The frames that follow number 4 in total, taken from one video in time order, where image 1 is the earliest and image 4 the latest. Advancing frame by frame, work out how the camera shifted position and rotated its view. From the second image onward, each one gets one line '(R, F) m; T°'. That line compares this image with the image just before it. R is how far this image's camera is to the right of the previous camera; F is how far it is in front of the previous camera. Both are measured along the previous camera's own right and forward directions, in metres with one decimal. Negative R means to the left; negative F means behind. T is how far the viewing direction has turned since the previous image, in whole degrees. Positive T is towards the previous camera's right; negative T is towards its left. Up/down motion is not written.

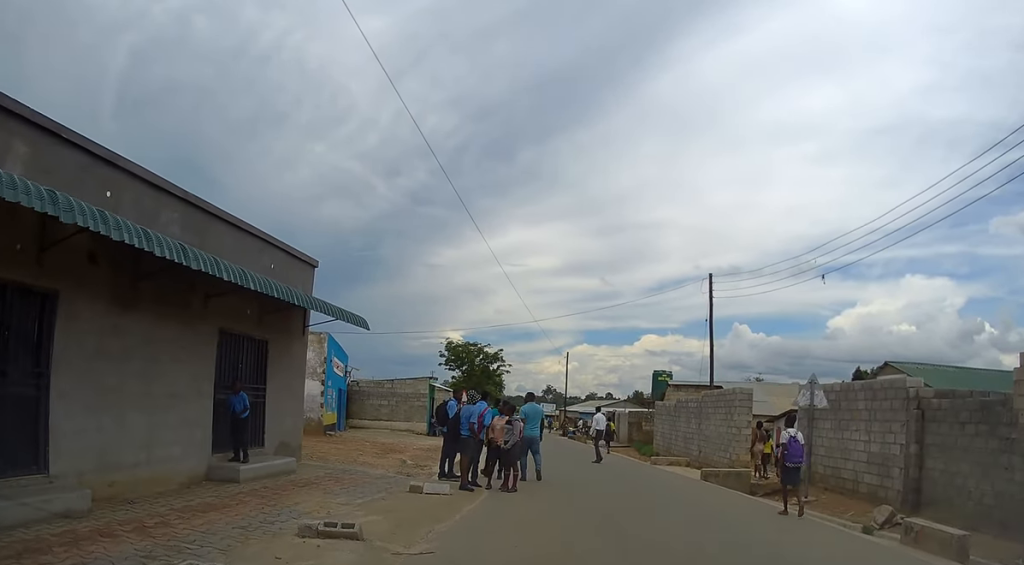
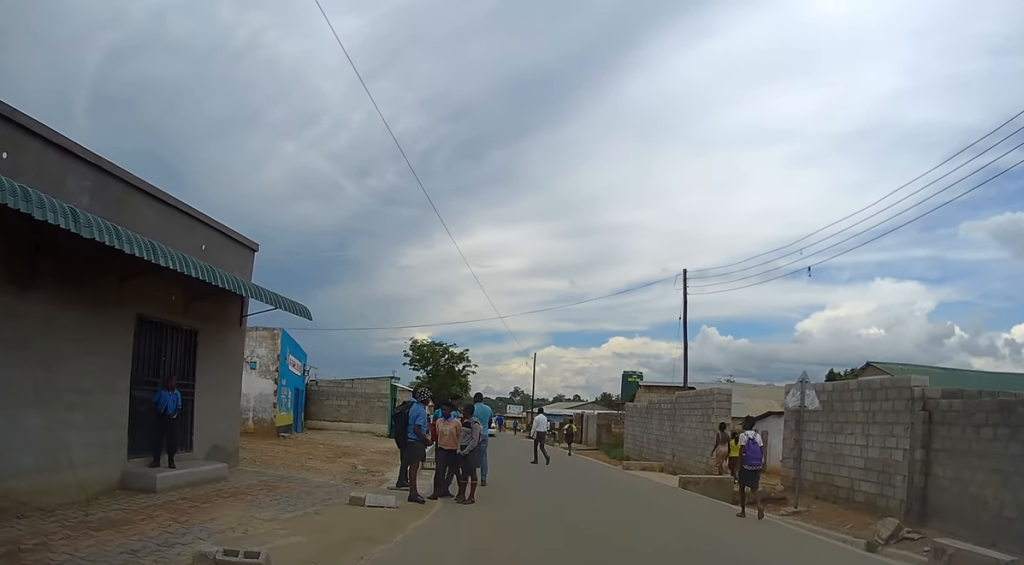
(0.0, +1.5) m; -1°
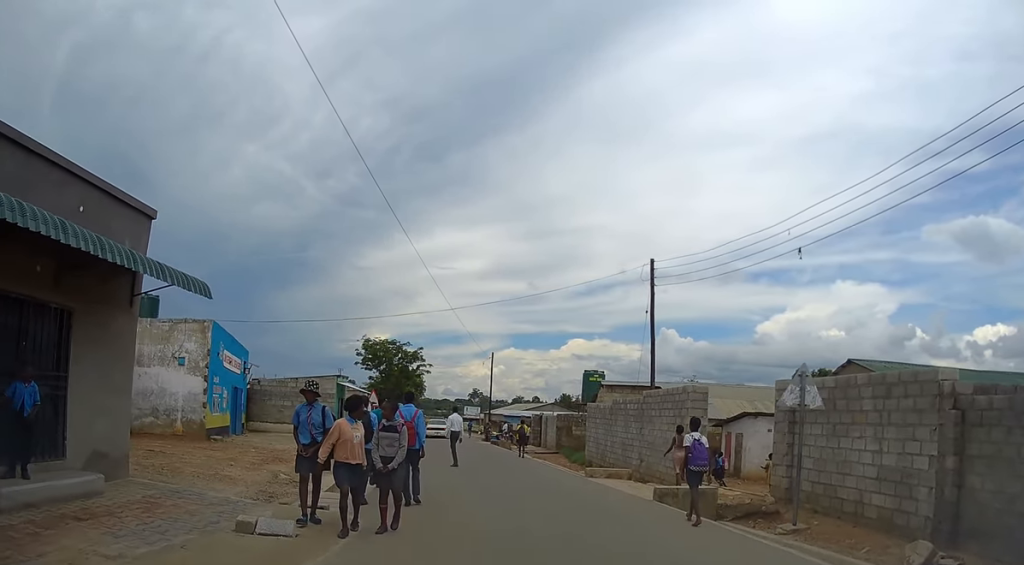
(0.0, +2.3) m; +1°
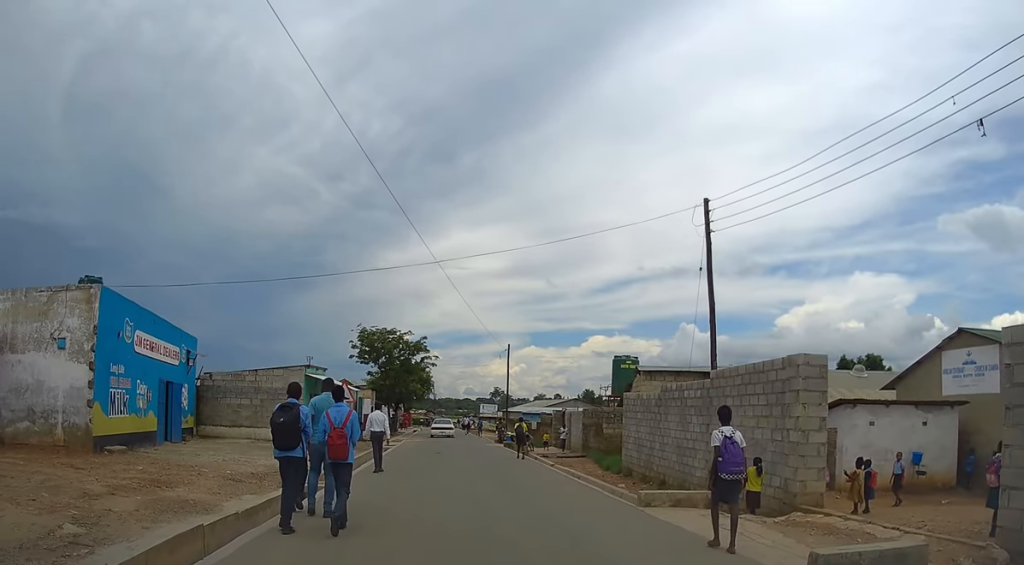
(-0.1, +7.1) m; -3°
